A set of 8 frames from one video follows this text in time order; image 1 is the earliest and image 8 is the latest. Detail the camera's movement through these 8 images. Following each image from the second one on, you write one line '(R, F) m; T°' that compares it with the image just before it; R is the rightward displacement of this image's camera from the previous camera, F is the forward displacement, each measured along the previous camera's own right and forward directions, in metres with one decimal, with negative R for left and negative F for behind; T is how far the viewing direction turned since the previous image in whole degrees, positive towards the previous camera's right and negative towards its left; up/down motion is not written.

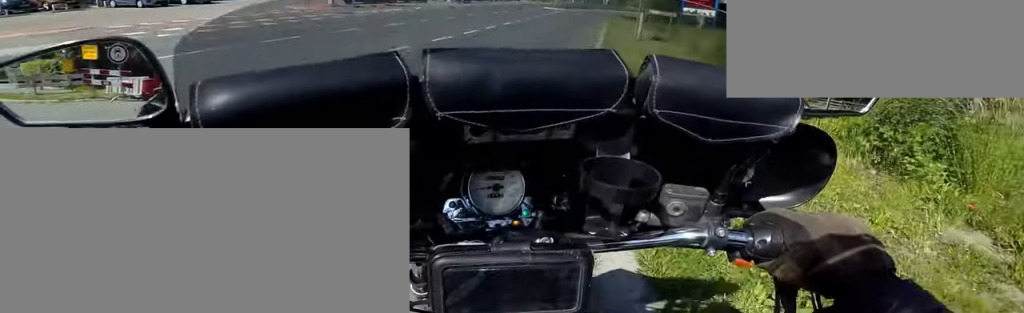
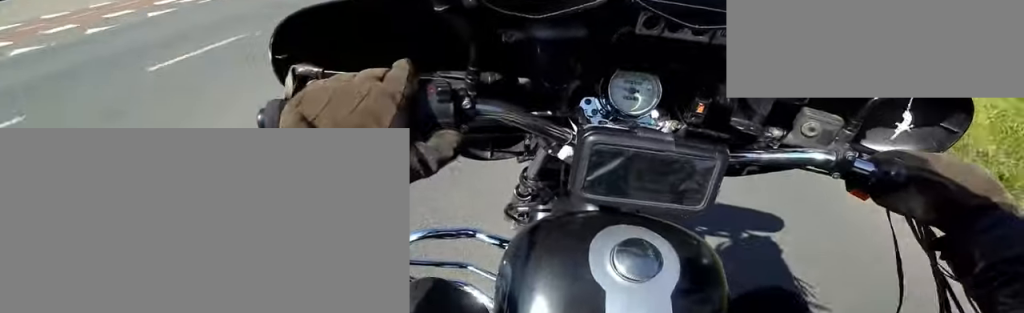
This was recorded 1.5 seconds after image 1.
(+1.7, +10.7) m; +19°
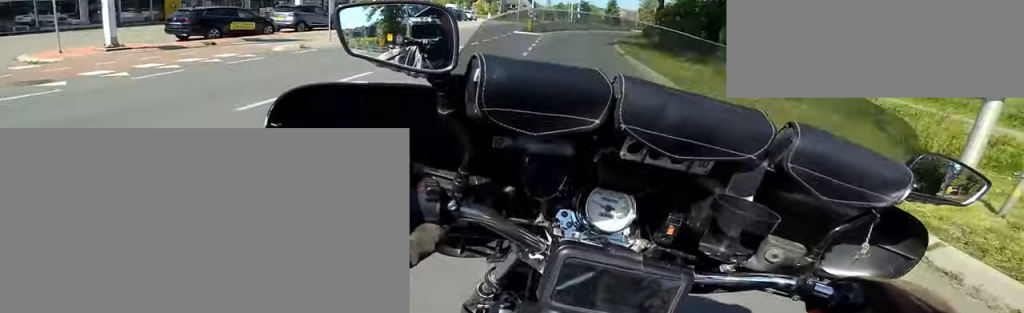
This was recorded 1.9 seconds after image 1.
(+0.3, +3.1) m; +2°
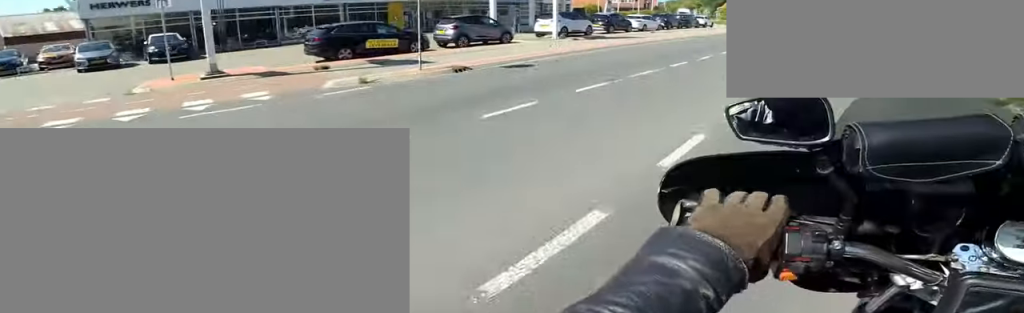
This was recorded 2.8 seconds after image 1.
(+0.7, +7.4) m; 0°
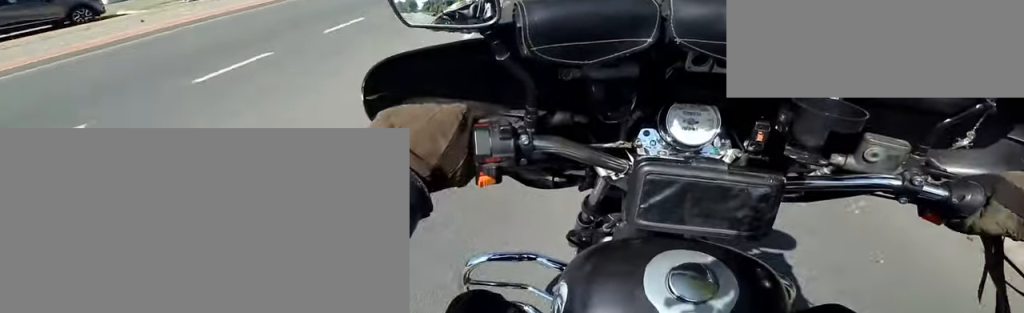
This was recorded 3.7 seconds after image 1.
(-1.0, +6.9) m; 0°
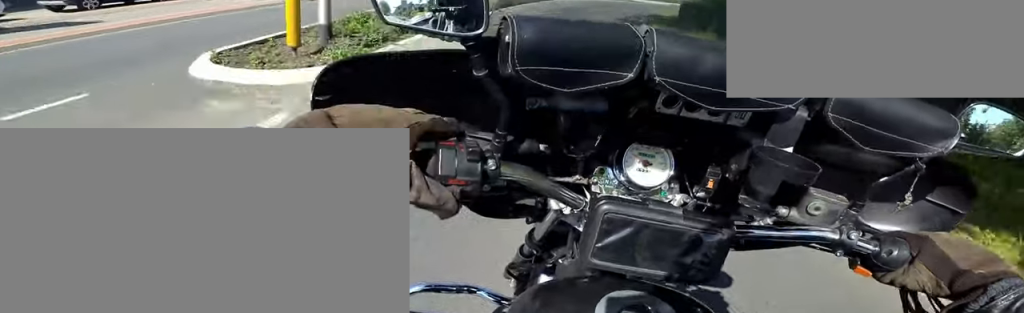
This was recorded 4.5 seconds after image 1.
(+0.9, +7.9) m; +16°
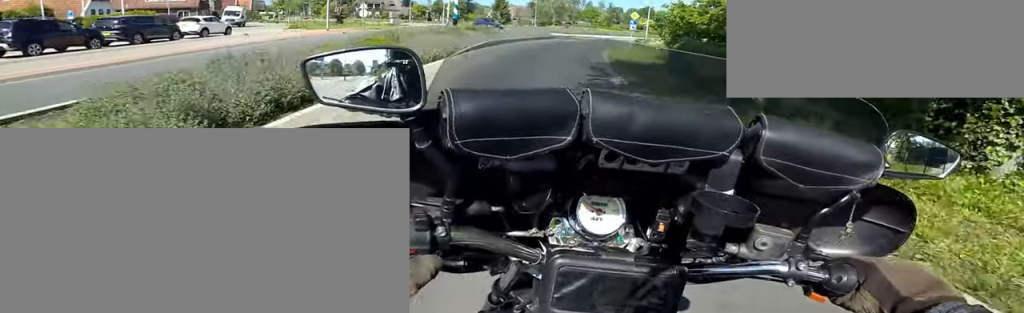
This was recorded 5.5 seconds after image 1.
(+1.6, +9.0) m; +10°
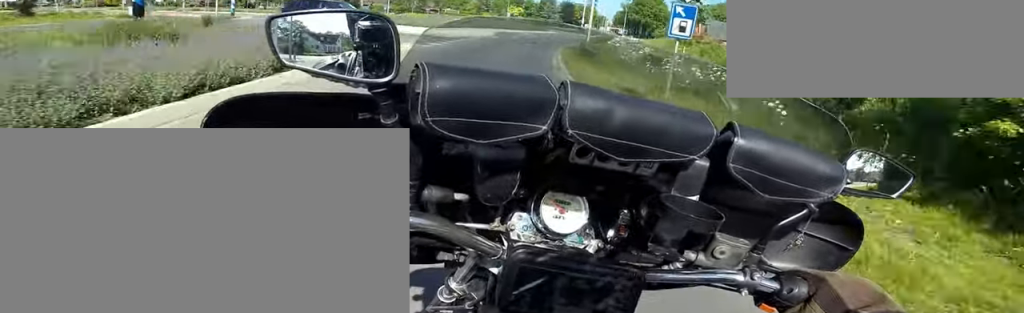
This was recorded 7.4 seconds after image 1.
(+0.5, +19.6) m; +8°
